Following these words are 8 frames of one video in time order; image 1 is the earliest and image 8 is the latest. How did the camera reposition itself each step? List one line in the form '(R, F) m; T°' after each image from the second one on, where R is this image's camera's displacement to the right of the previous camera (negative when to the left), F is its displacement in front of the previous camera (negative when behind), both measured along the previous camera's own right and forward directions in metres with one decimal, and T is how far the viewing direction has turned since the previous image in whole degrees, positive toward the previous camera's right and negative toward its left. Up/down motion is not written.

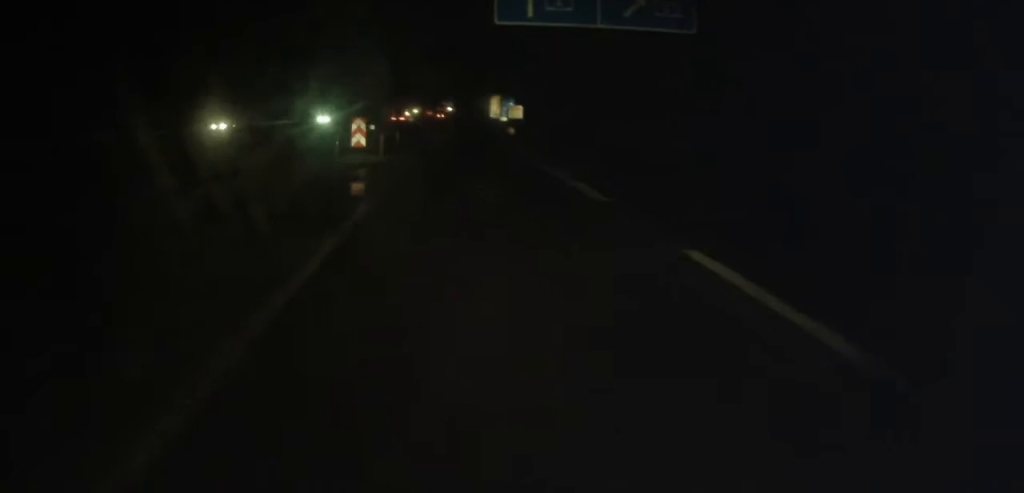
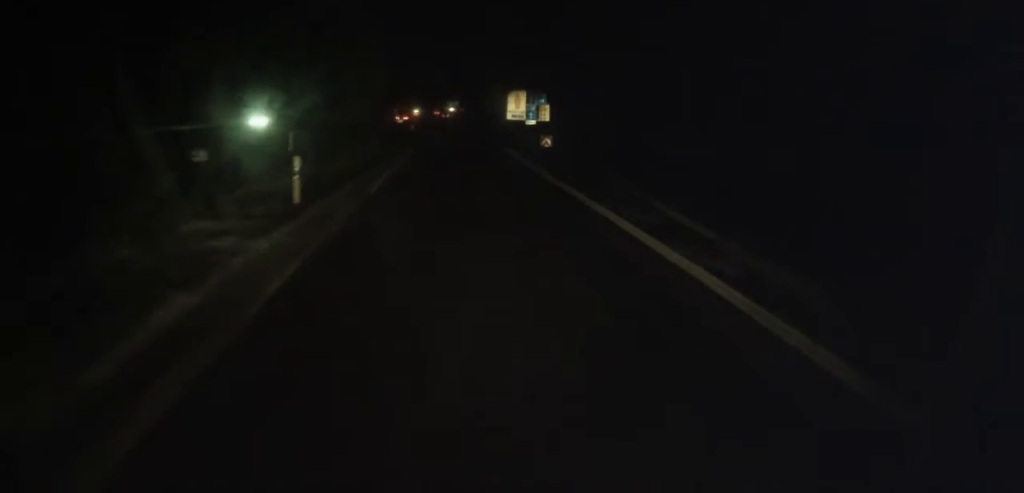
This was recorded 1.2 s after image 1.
(-0.8, +23.9) m; -1°
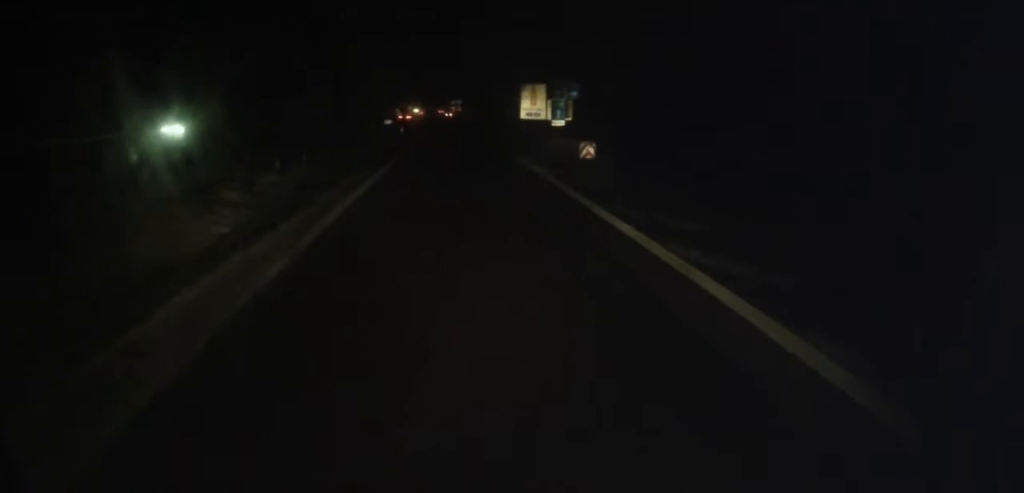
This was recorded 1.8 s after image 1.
(+0.3, +13.7) m; +1°
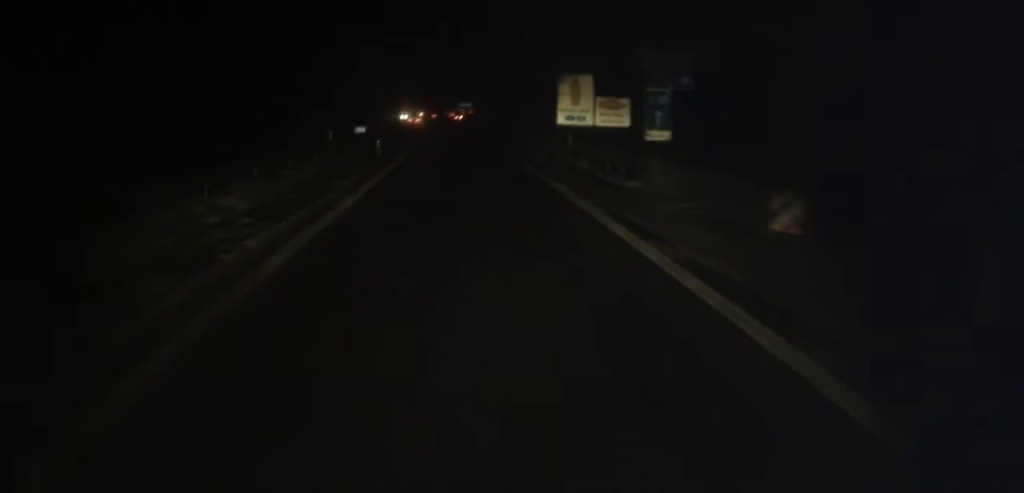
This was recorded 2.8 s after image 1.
(+0.4, +19.1) m; 0°
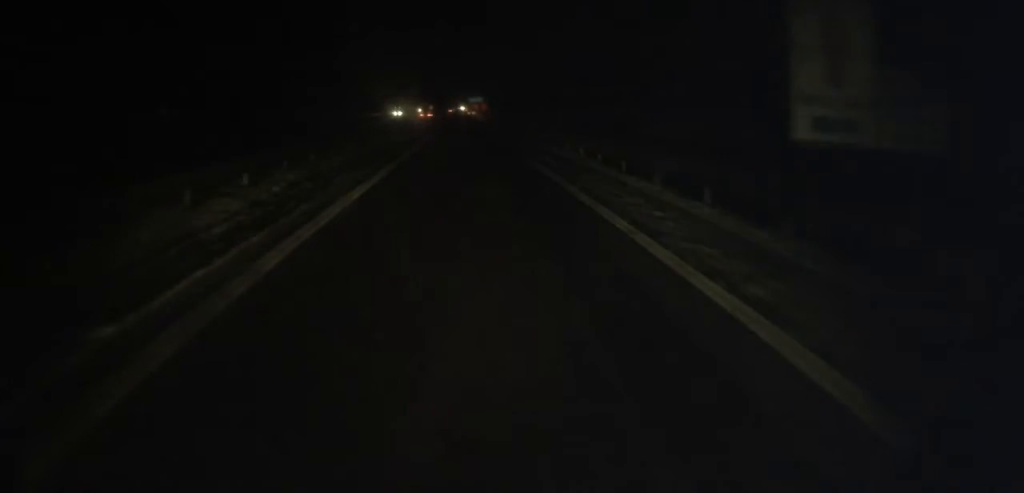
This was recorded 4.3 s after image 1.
(-0.6, +31.0) m; -2°
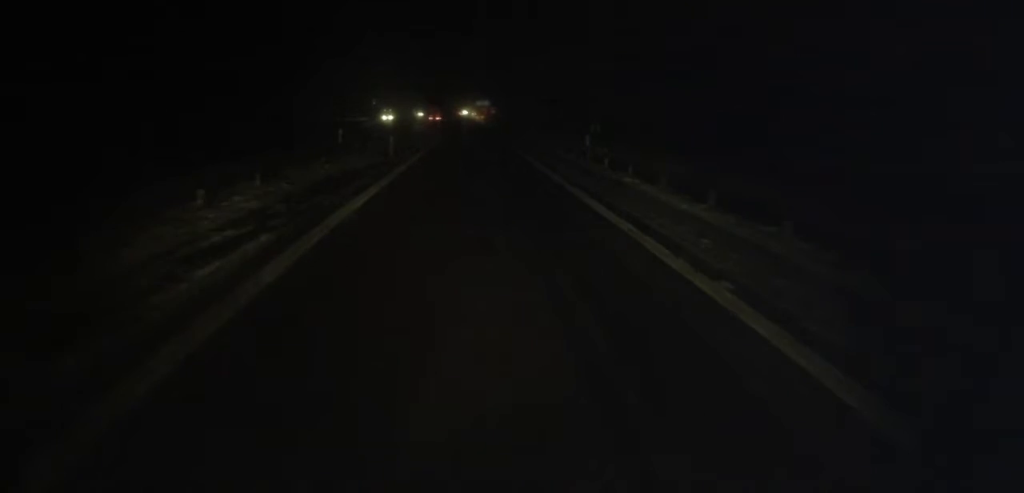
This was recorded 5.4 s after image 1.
(+0.2, +20.5) m; -1°
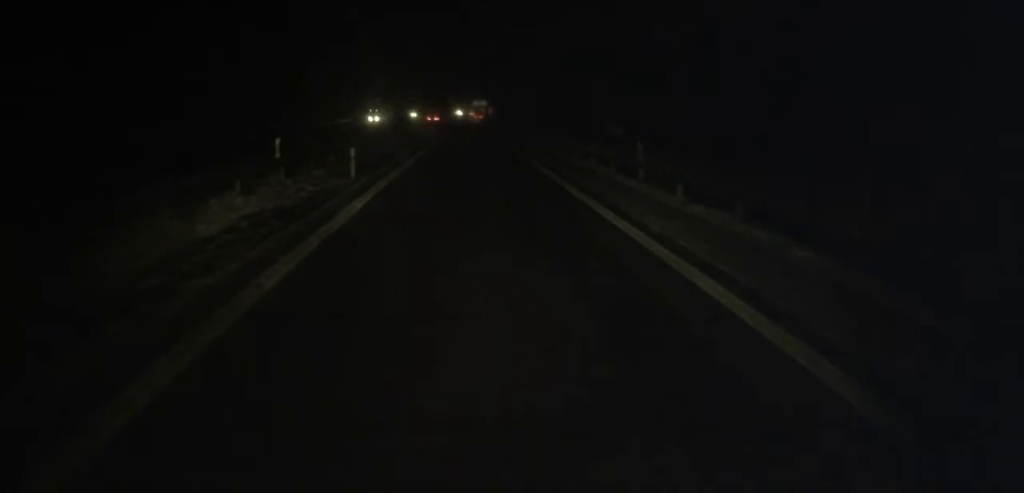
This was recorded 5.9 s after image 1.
(-0.2, +9.8) m; -1°
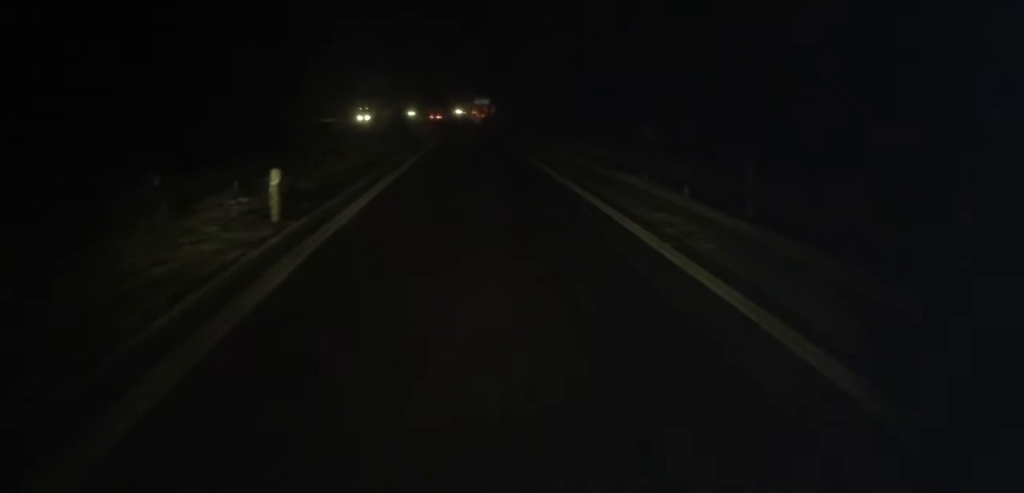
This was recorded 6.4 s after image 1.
(-0.1, +8.5) m; -1°
